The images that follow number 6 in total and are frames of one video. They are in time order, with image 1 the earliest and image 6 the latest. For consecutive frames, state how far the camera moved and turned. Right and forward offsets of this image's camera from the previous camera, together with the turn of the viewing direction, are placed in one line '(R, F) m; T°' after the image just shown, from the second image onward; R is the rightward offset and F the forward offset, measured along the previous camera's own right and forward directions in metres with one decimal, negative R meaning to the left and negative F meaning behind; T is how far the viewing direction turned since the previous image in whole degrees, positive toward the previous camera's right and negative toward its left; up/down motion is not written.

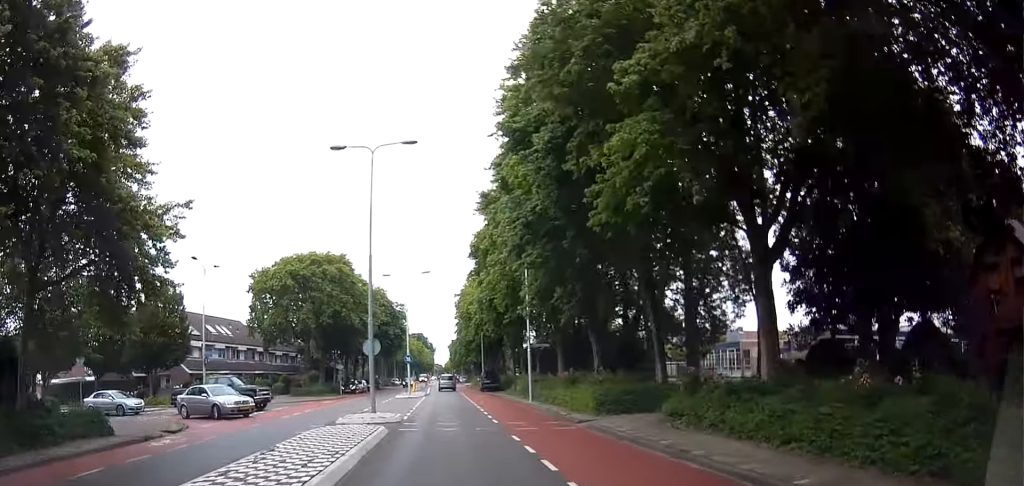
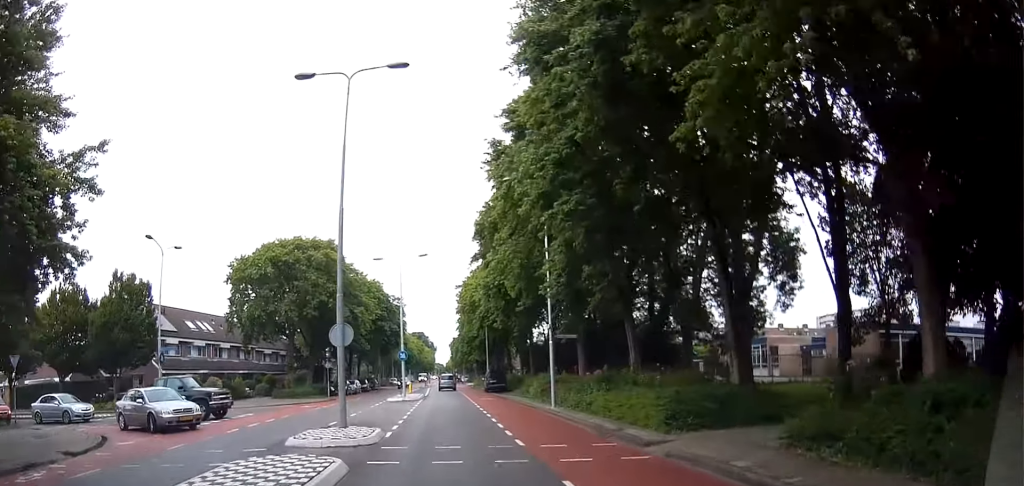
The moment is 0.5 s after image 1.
(+0.1, +5.8) m; -1°
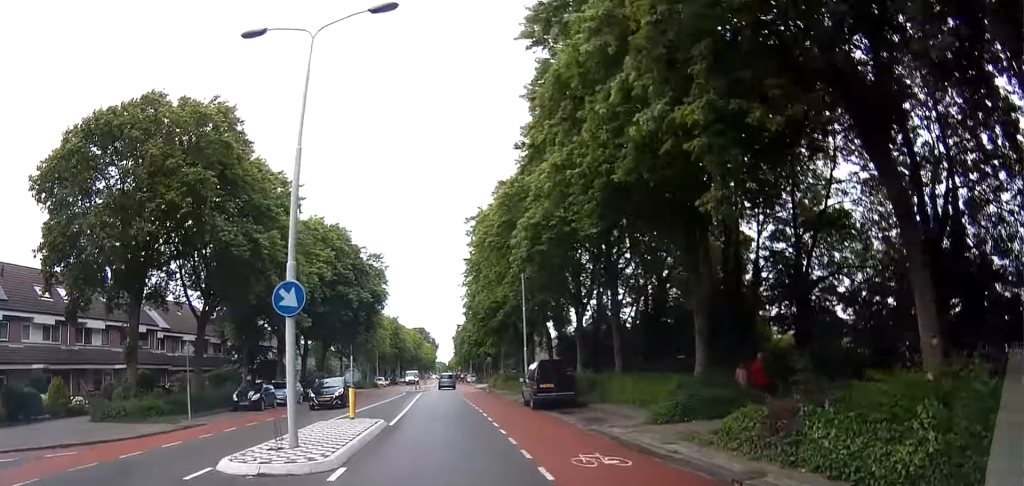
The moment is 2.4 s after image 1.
(+0.2, +26.1) m; +2°
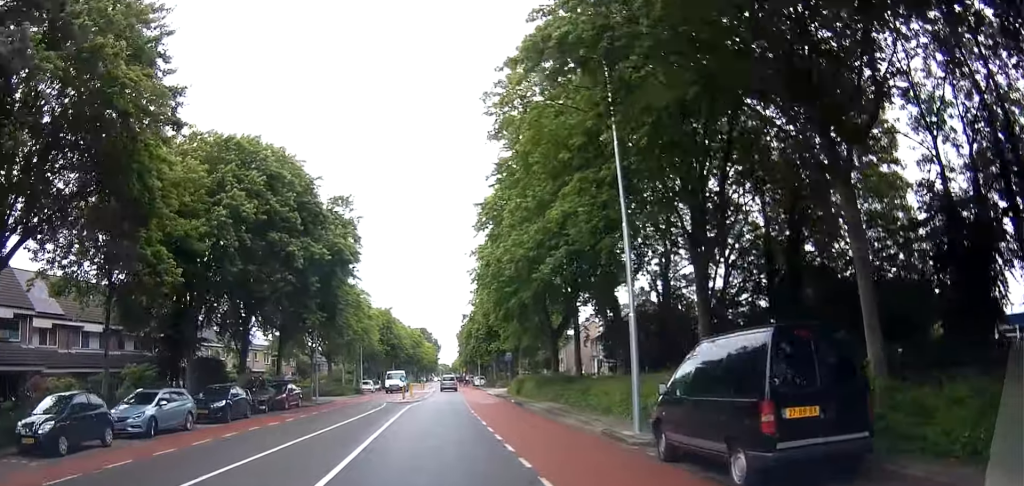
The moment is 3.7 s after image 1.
(-0.1, +16.6) m; 0°
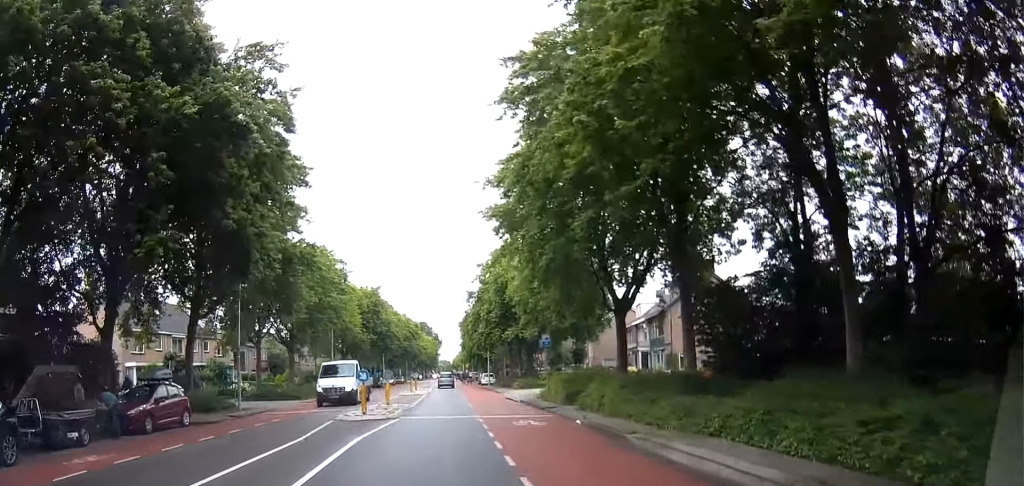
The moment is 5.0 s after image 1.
(+0.2, +15.7) m; +1°
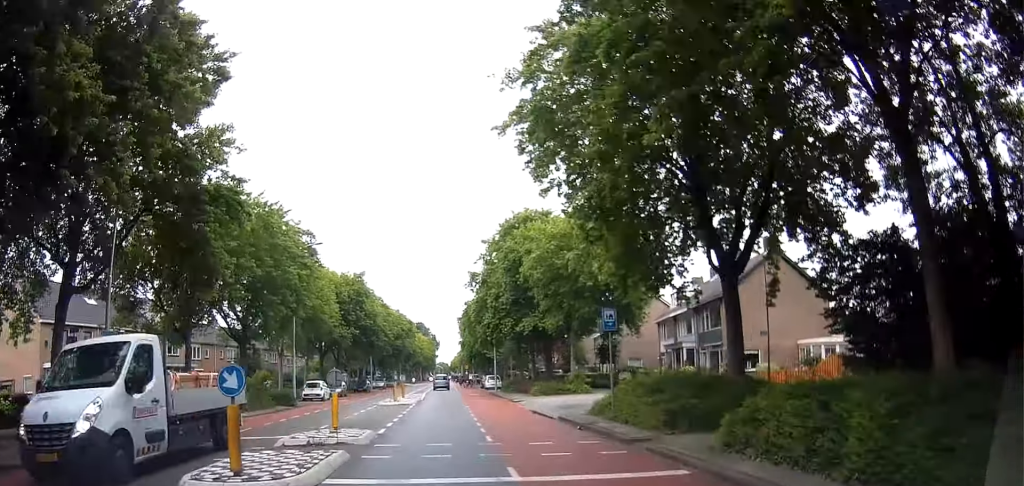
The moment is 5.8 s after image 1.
(+0.1, +10.9) m; -2°
